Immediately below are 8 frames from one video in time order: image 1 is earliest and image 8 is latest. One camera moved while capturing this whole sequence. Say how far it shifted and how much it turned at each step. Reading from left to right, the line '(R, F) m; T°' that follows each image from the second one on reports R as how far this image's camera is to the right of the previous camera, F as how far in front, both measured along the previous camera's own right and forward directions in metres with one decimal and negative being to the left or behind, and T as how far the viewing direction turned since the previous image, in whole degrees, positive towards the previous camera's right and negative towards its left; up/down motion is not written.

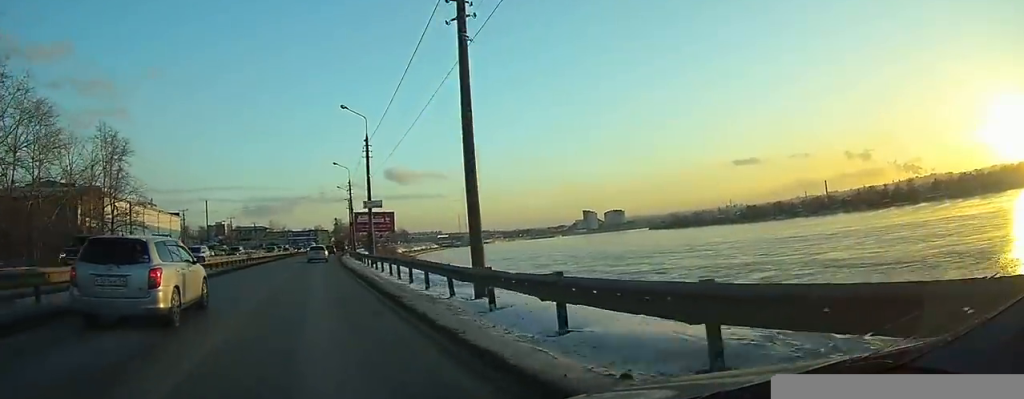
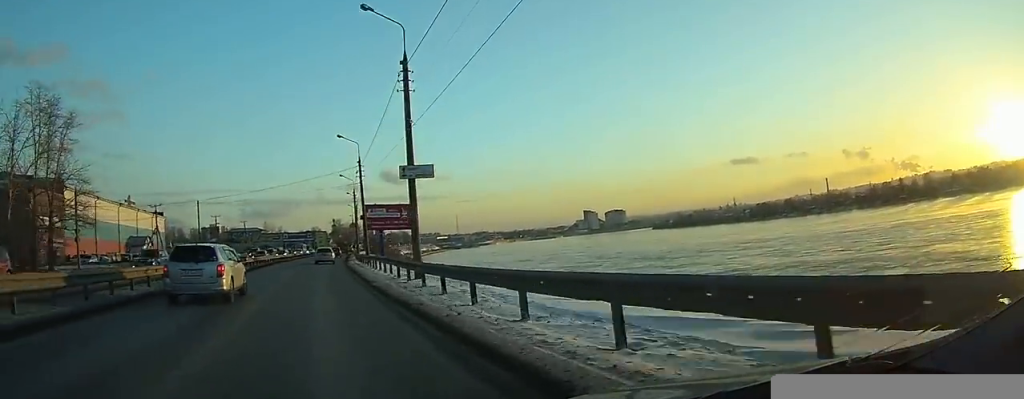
(-0.1, +19.1) m; 0°
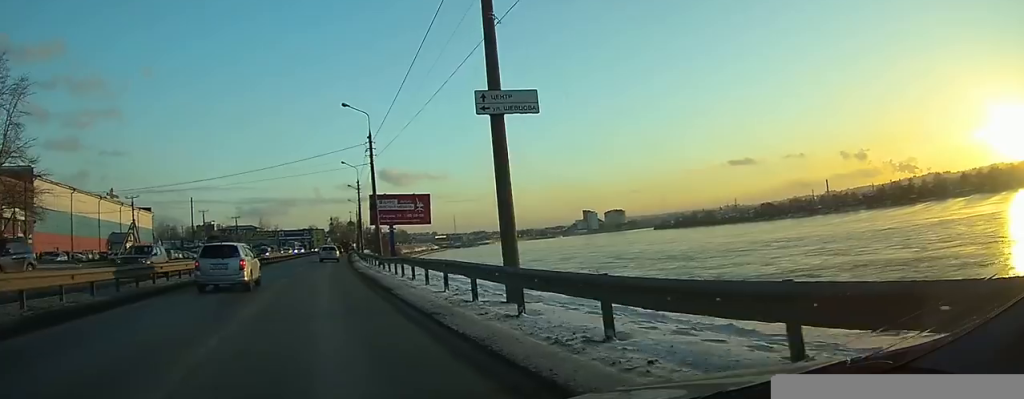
(0.0, +11.5) m; 0°
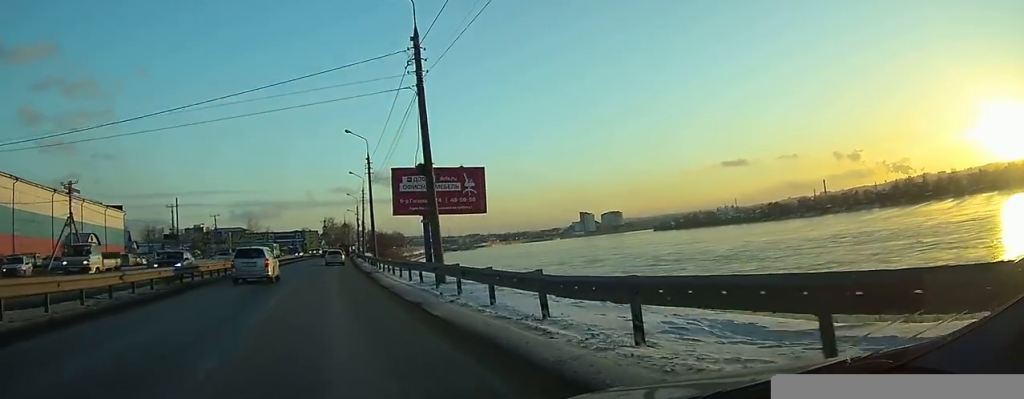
(0.0, +20.8) m; 0°
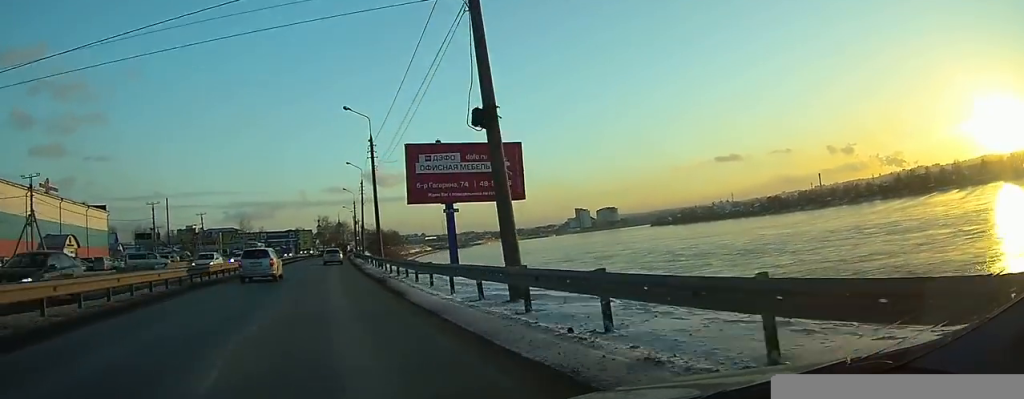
(0.0, +8.1) m; 0°
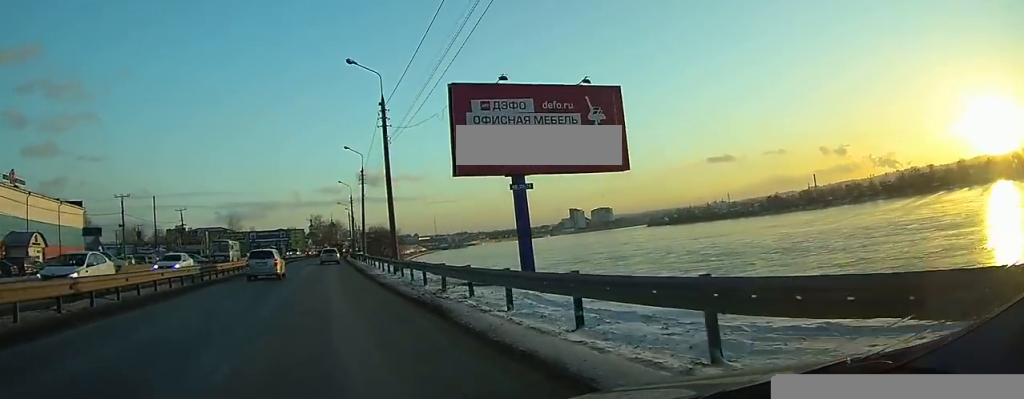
(0.0, +11.1) m; +1°
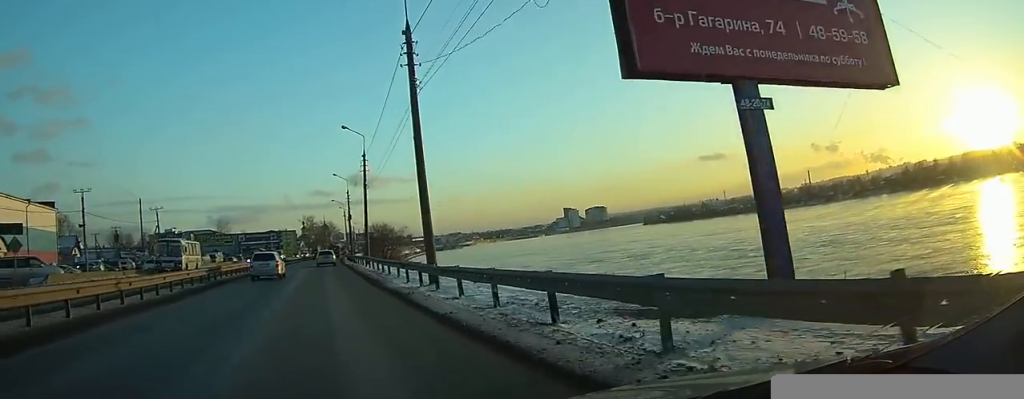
(+0.1, +11.2) m; +1°
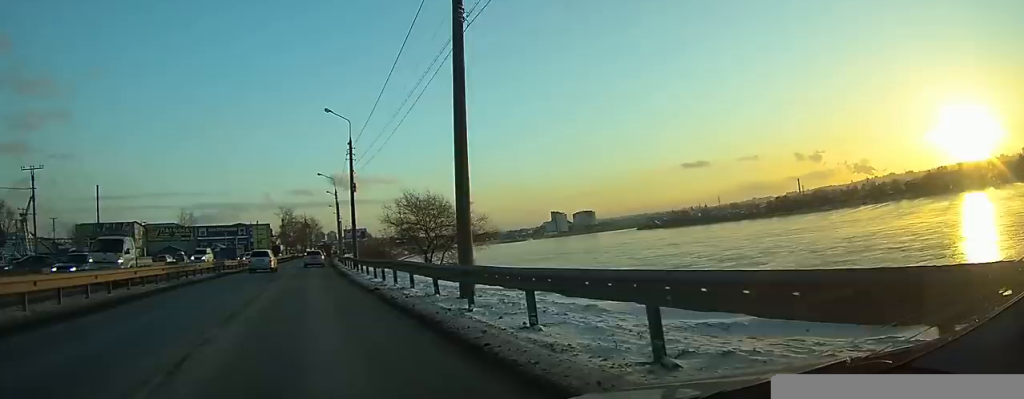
(+0.5, +36.5) m; +2°
